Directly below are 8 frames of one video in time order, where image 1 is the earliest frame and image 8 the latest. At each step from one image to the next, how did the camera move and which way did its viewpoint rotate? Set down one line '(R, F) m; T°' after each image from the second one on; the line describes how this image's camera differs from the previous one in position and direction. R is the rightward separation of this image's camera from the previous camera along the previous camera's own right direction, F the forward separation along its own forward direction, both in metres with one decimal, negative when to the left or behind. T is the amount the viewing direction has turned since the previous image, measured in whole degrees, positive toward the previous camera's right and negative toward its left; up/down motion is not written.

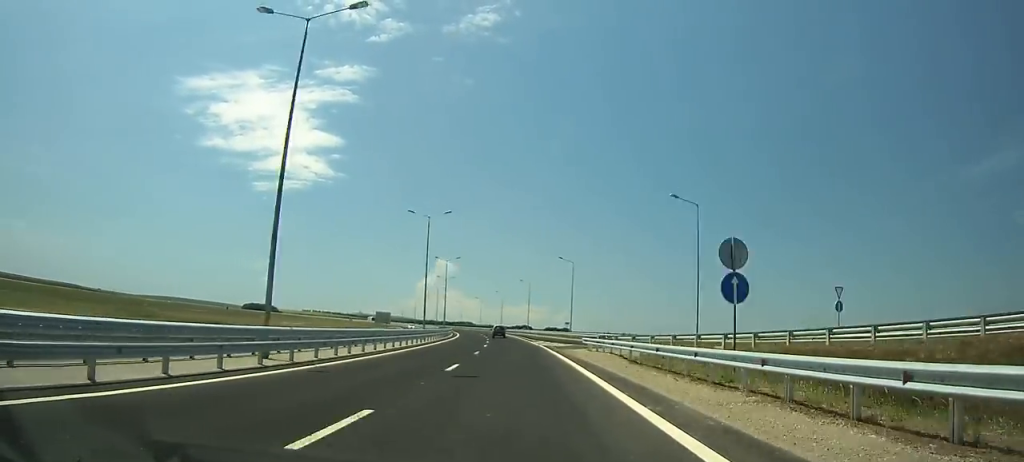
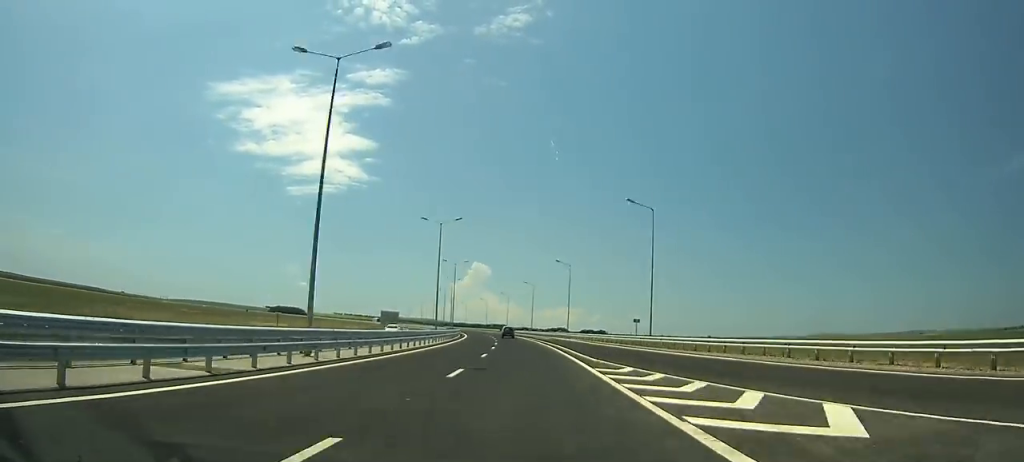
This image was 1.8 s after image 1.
(-0.6, +38.5) m; -3°
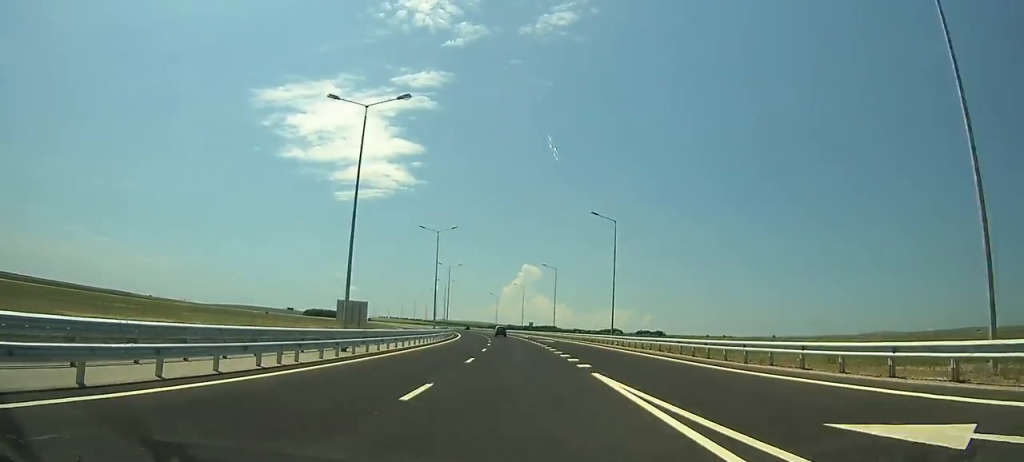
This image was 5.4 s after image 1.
(-4.1, +77.1) m; -6°
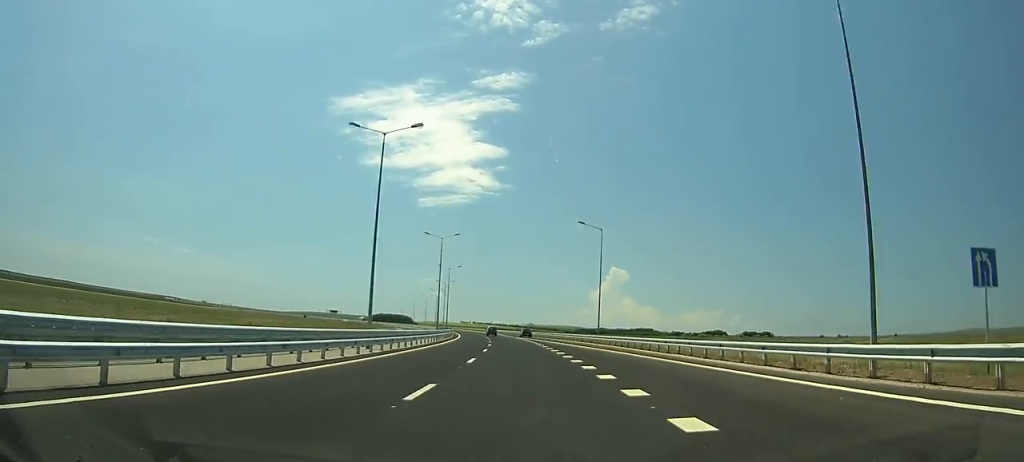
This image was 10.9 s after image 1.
(-8.8, +118.8) m; -9°
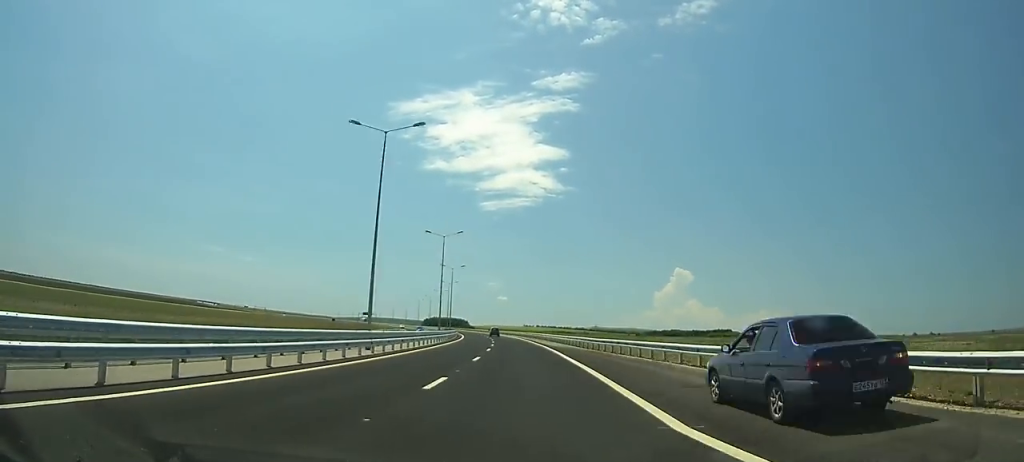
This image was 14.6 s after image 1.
(-4.0, +81.5) m; -6°
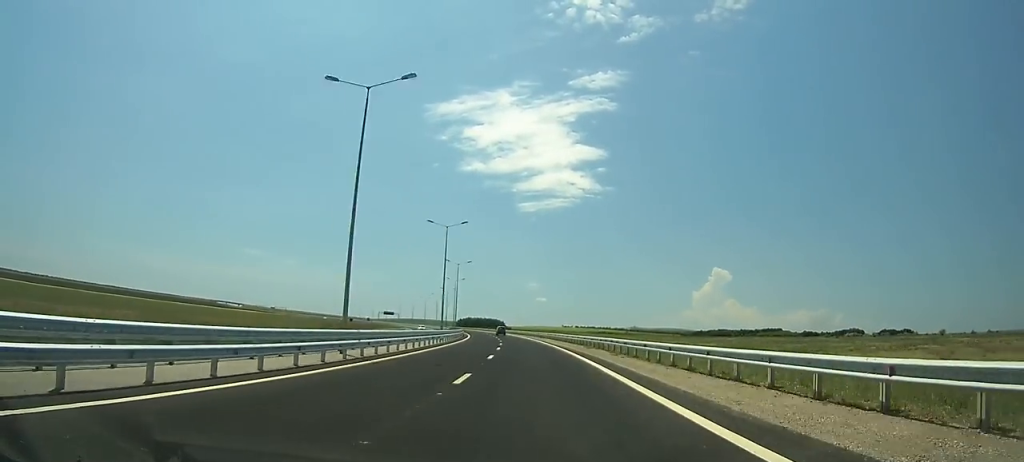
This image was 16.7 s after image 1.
(-0.9, +46.8) m; -3°
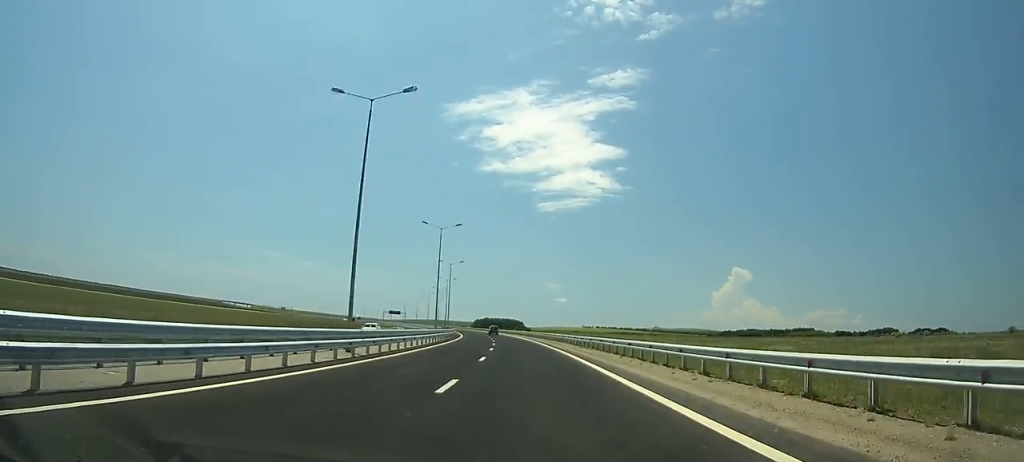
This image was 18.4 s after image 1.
(-1.2, +38.3) m; -3°
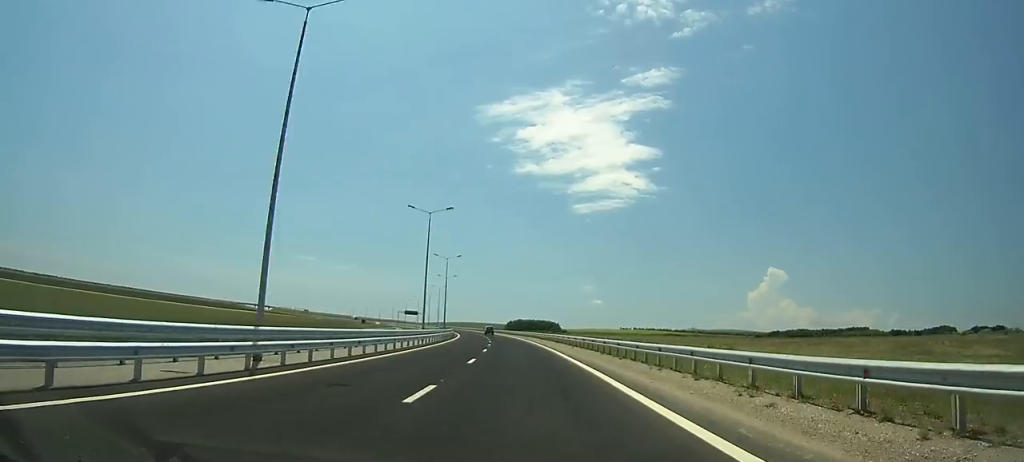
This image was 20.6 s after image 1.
(-1.6, +50.1) m; -3°
